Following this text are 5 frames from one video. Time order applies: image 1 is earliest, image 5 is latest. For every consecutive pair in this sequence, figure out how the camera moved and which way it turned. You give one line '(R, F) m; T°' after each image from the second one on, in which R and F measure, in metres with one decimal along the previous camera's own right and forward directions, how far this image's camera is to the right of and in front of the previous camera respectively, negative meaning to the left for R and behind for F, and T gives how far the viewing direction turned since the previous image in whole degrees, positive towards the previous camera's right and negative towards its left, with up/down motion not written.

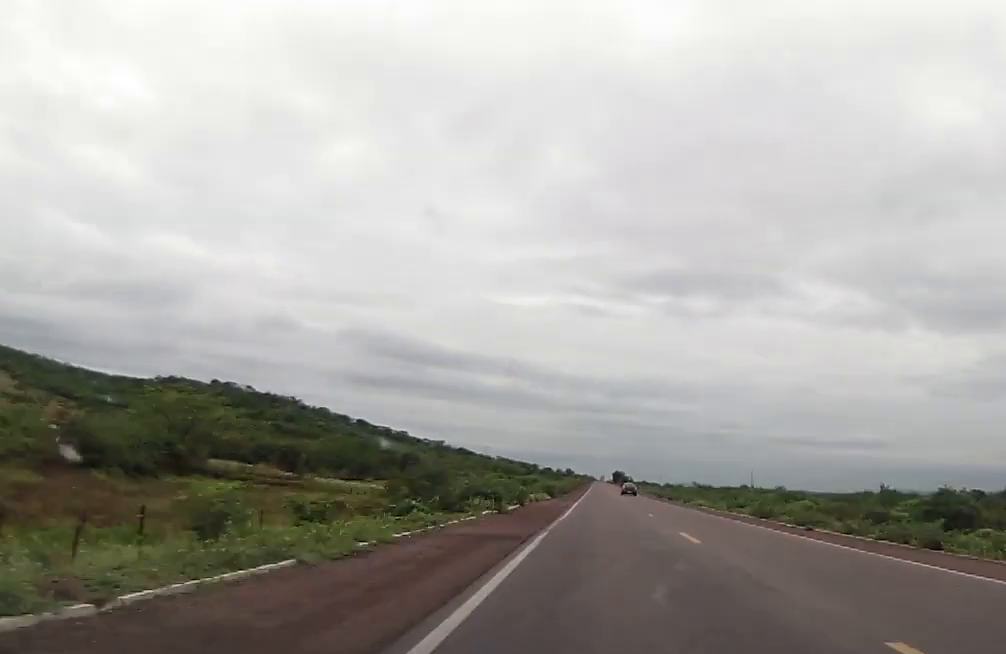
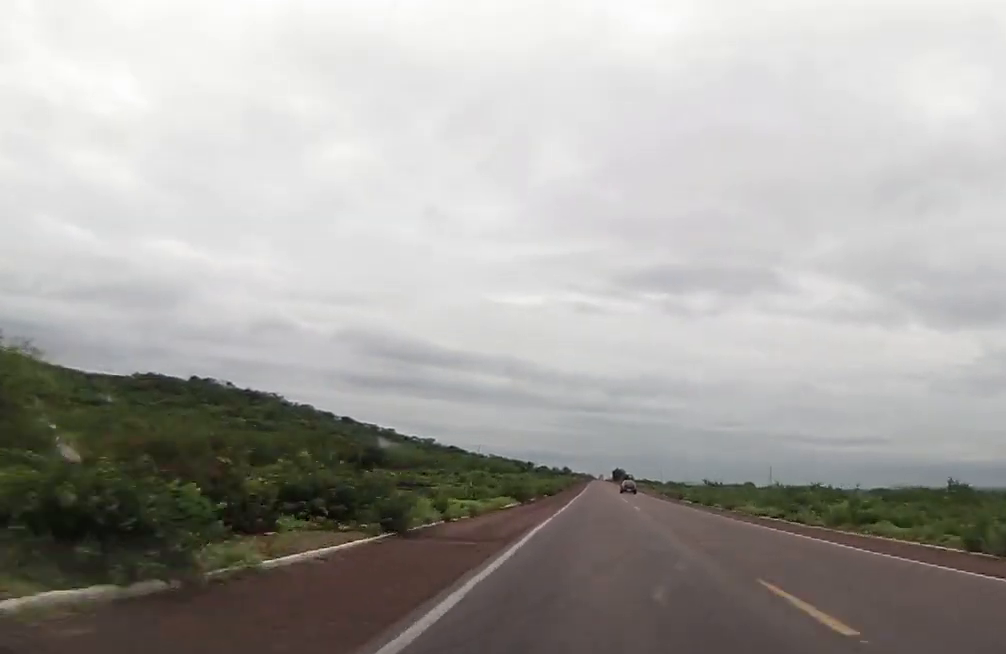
(+0.1, +28.5) m; 0°
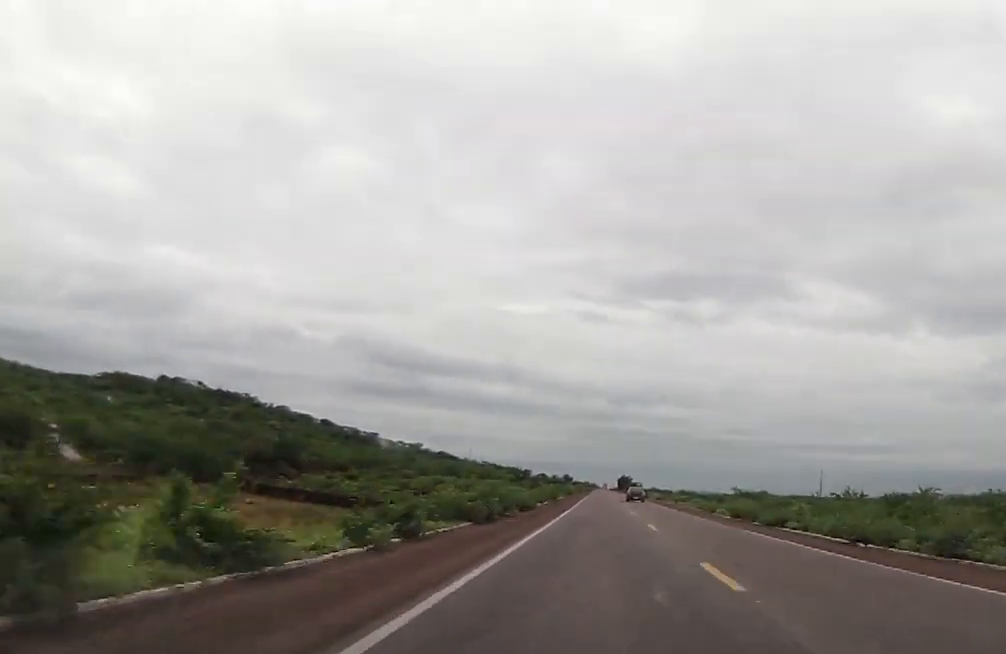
(-0.1, +45.7) m; 0°
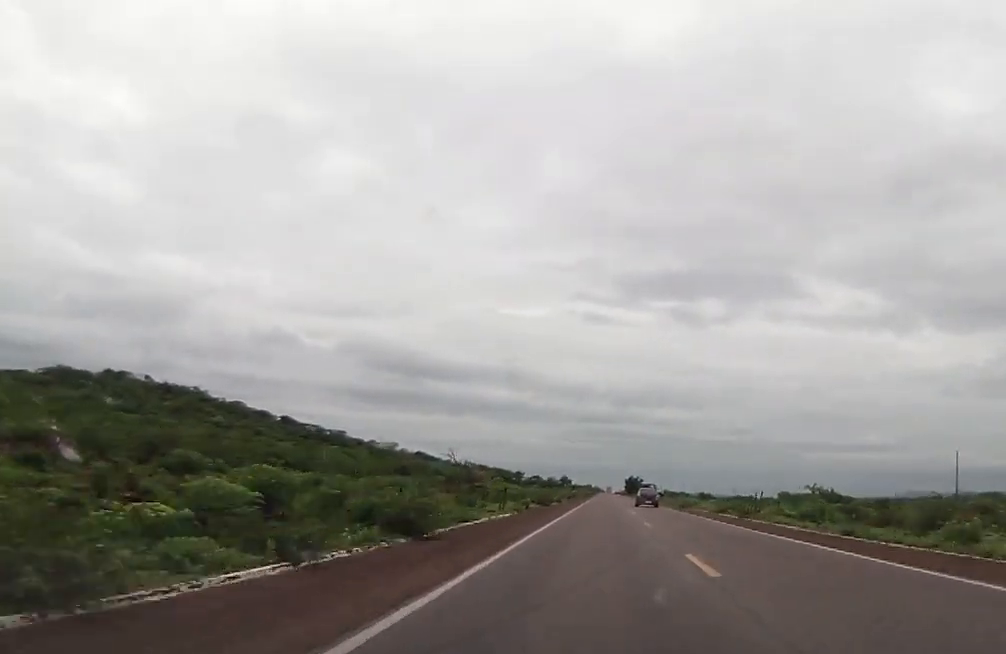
(+0.3, +62.9) m; 0°
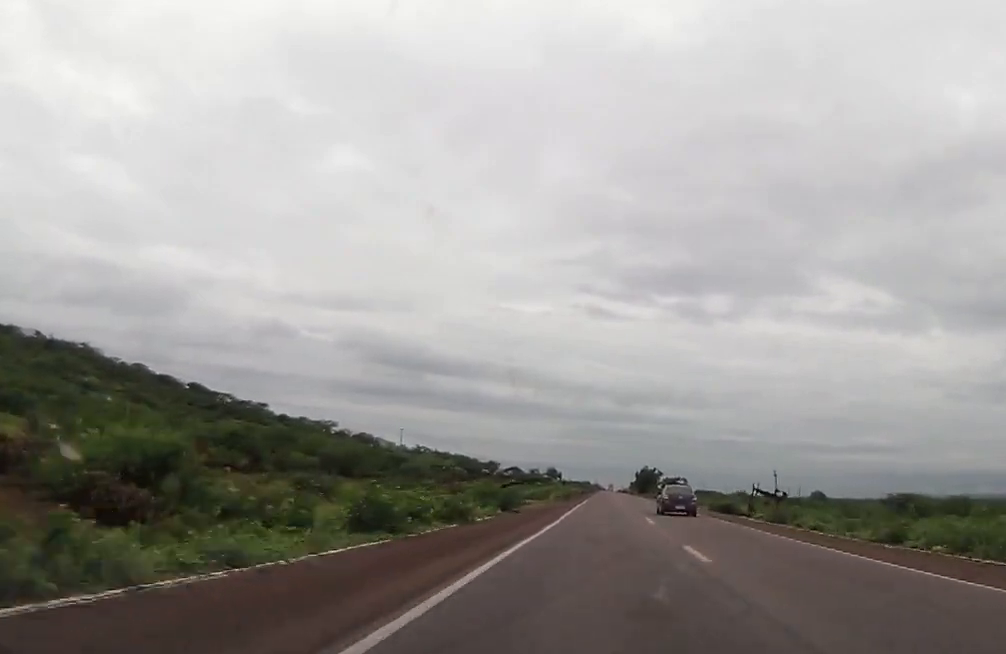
(-0.7, +93.8) m; 0°
